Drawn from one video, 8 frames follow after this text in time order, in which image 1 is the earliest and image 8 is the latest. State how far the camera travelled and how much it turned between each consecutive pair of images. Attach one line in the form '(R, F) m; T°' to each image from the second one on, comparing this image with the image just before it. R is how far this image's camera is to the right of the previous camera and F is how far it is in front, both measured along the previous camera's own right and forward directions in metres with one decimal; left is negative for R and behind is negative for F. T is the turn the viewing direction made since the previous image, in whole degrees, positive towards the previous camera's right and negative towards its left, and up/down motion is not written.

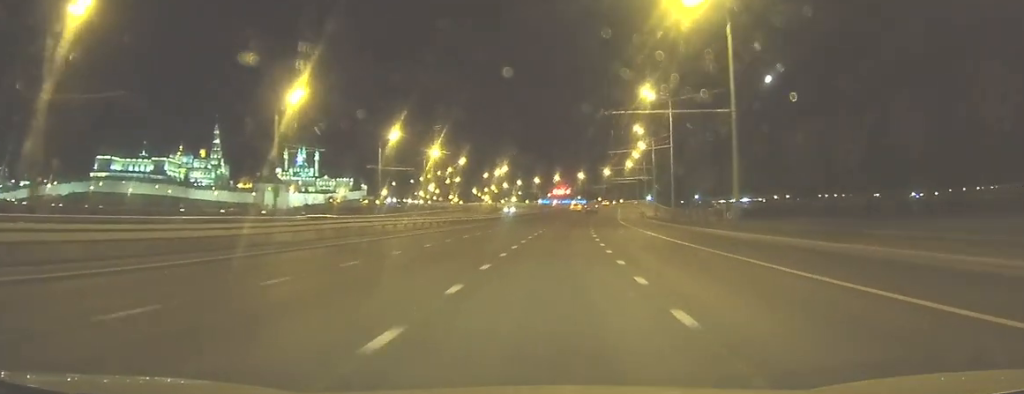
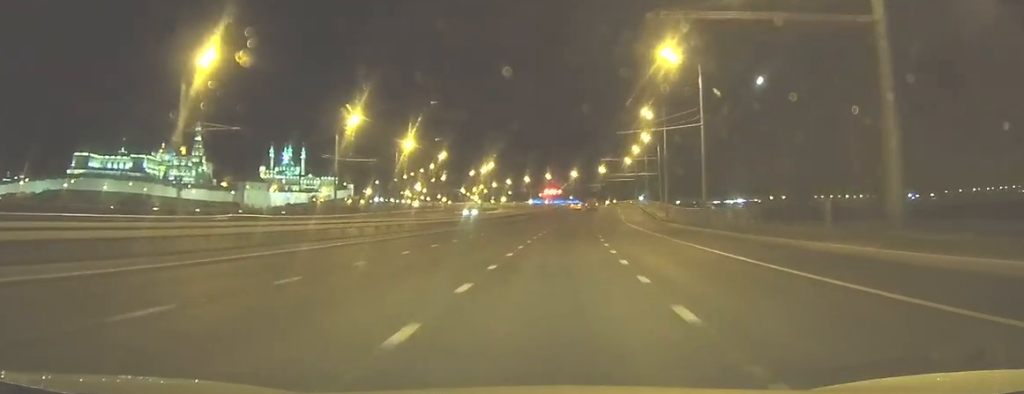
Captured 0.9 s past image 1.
(+0.1, +15.7) m; +1°
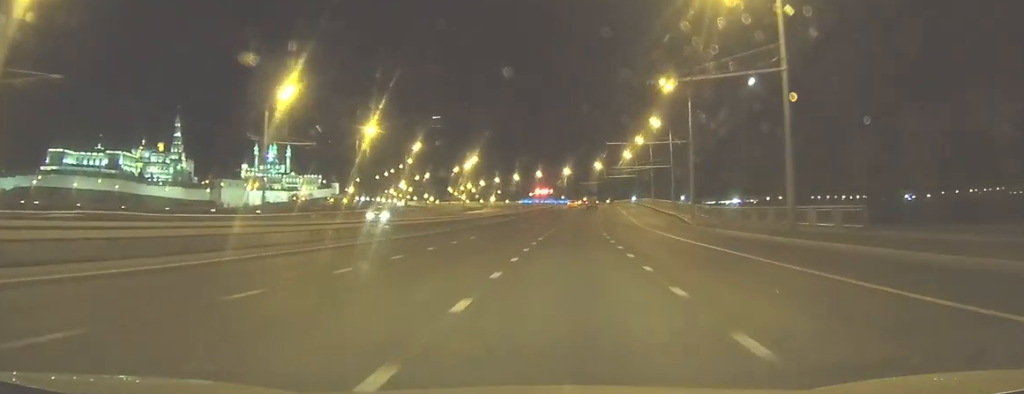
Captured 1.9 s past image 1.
(+0.1, +17.9) m; +1°
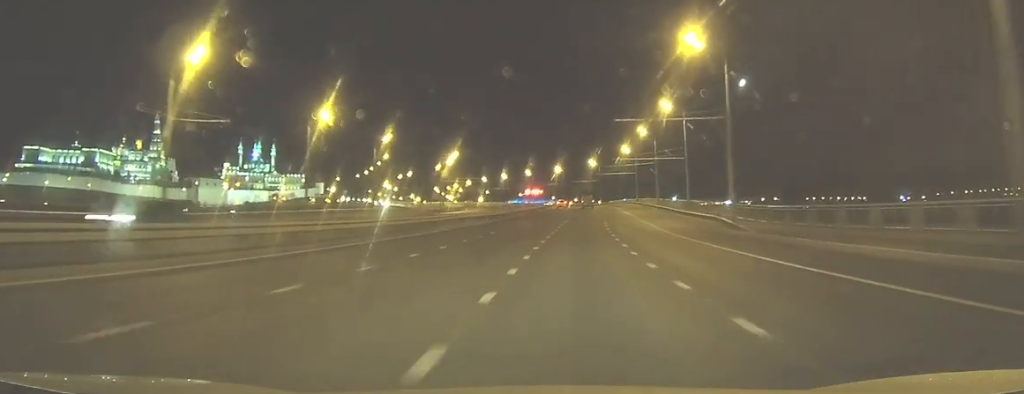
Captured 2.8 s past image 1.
(+0.1, +15.1) m; 0°
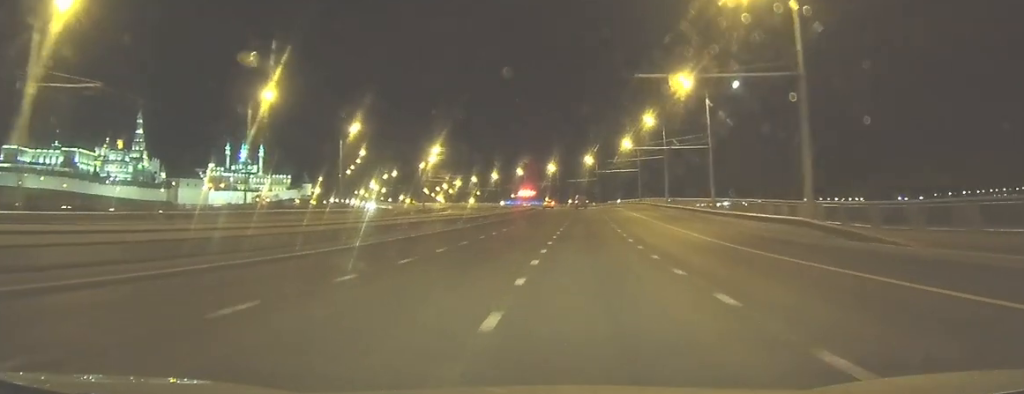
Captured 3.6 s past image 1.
(0.0, +13.9) m; 0°
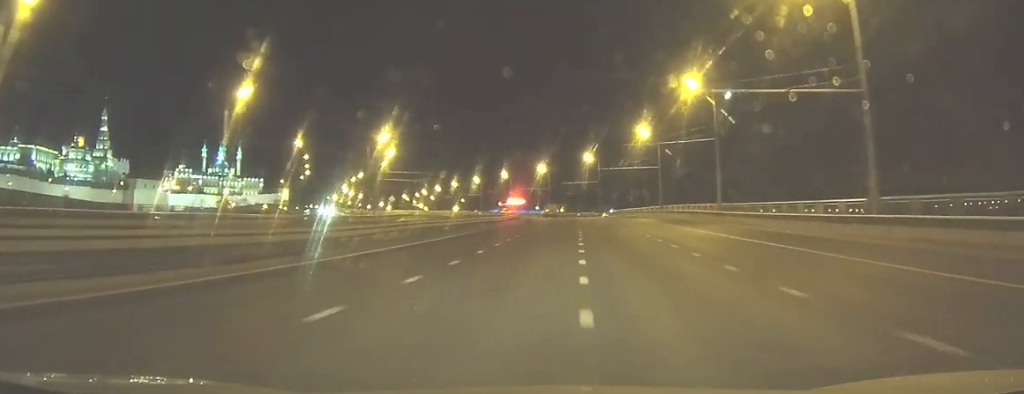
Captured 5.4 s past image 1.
(+0.4, +31.4) m; +1°
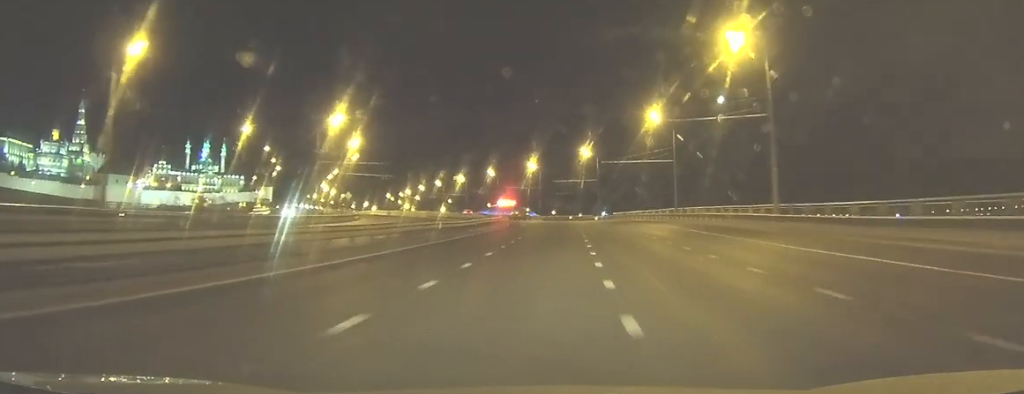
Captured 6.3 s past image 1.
(0.0, +16.3) m; +1°
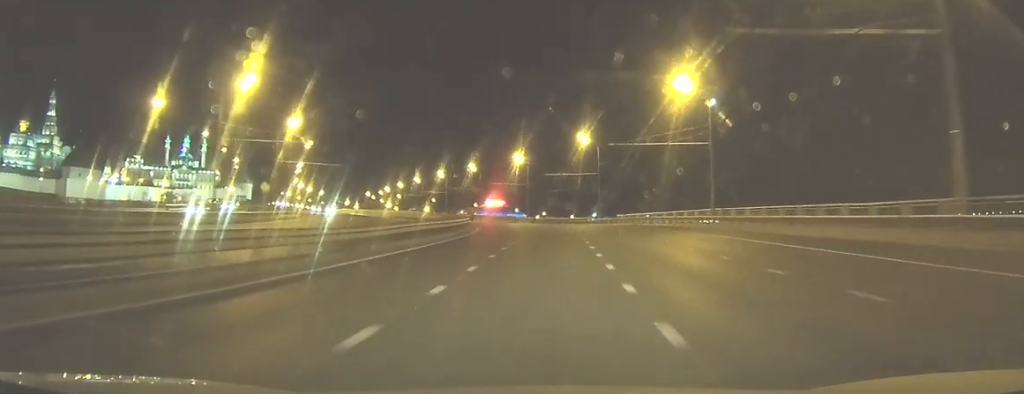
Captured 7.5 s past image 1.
(+0.2, +20.3) m; +1°
